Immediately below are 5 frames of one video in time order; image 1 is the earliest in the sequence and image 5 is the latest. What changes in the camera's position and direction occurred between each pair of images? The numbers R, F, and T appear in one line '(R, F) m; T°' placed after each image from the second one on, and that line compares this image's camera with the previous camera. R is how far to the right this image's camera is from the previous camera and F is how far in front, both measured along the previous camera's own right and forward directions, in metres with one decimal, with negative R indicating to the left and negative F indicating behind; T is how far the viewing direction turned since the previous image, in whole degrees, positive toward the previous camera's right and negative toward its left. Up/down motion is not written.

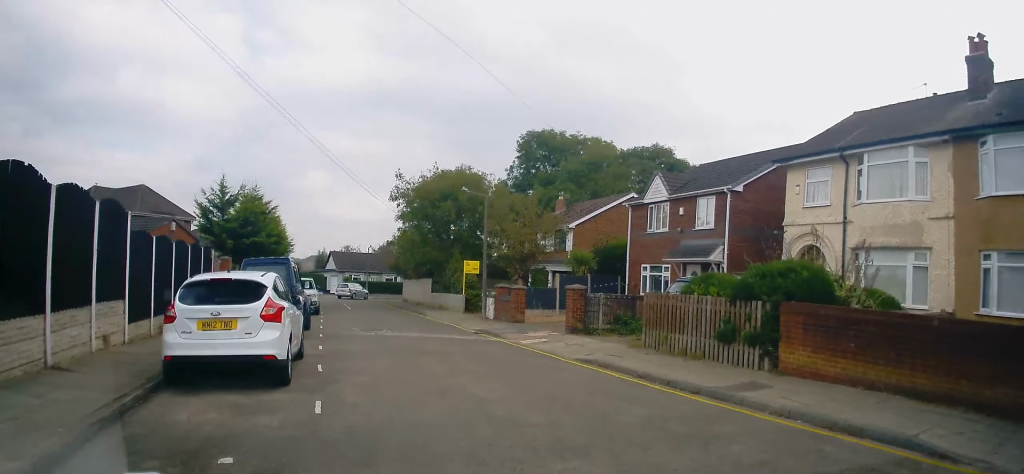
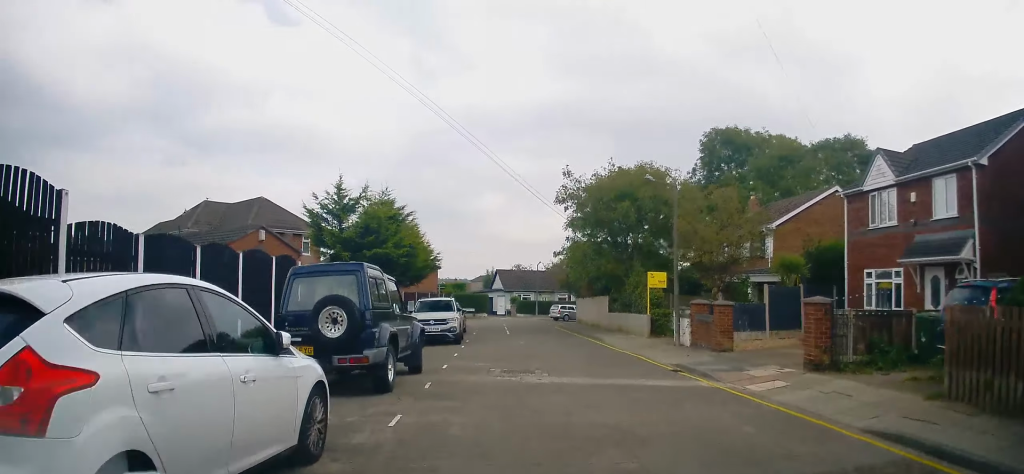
(-0.6, +5.5) m; -13°
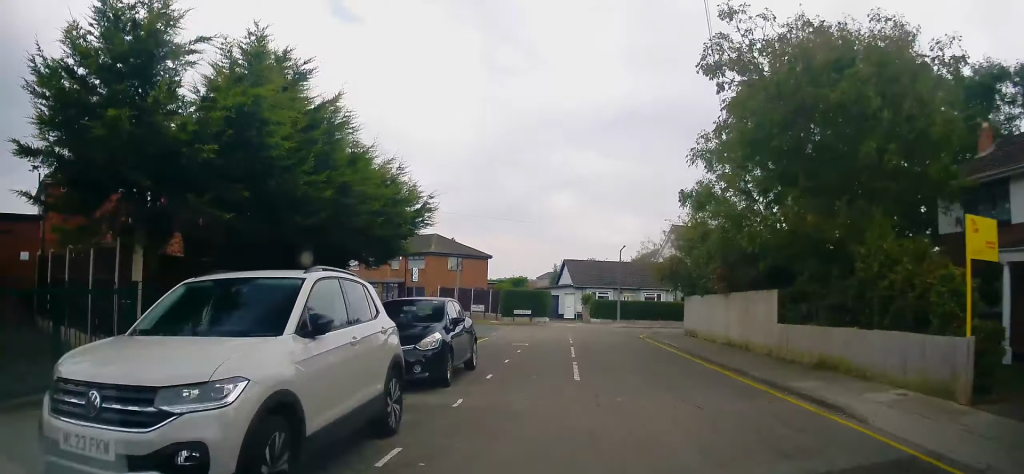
(-0.7, +16.3) m; -3°
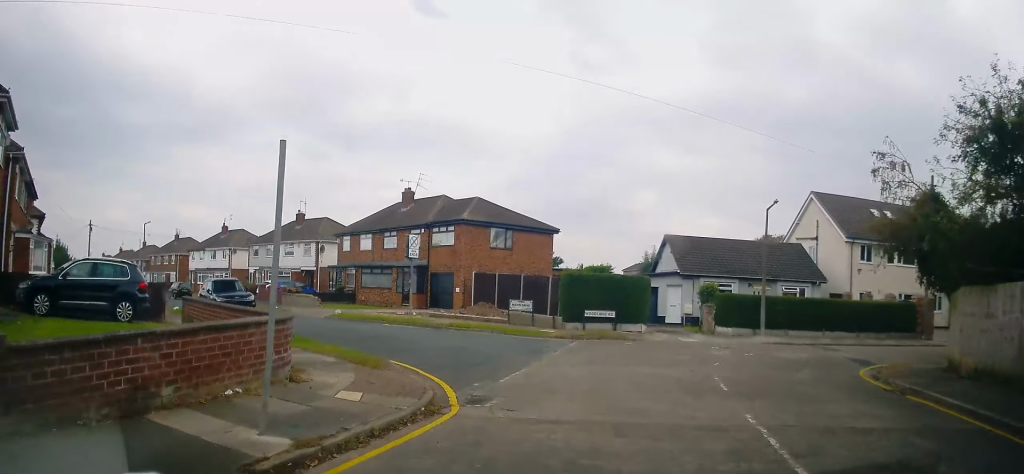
(-2.0, +17.6) m; -9°
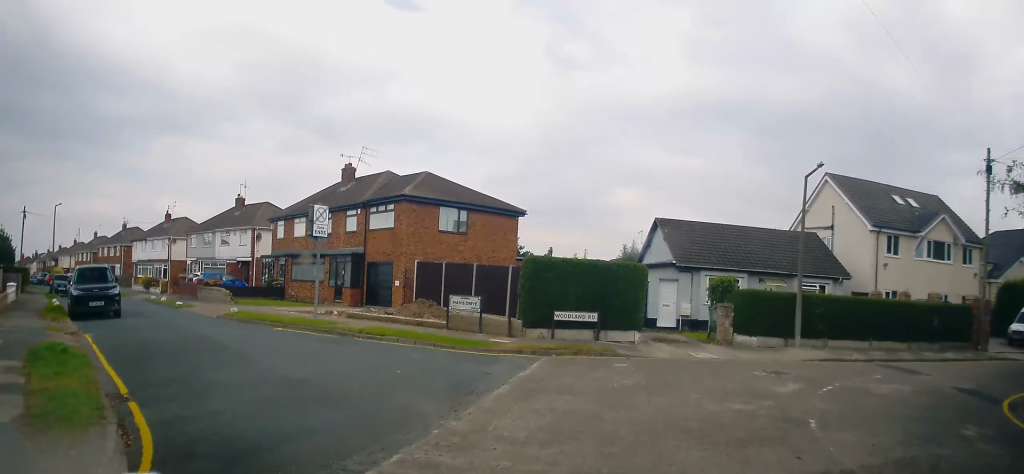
(+0.6, +7.1) m; +4°
